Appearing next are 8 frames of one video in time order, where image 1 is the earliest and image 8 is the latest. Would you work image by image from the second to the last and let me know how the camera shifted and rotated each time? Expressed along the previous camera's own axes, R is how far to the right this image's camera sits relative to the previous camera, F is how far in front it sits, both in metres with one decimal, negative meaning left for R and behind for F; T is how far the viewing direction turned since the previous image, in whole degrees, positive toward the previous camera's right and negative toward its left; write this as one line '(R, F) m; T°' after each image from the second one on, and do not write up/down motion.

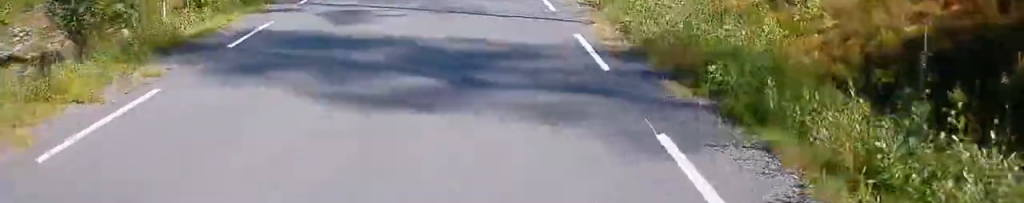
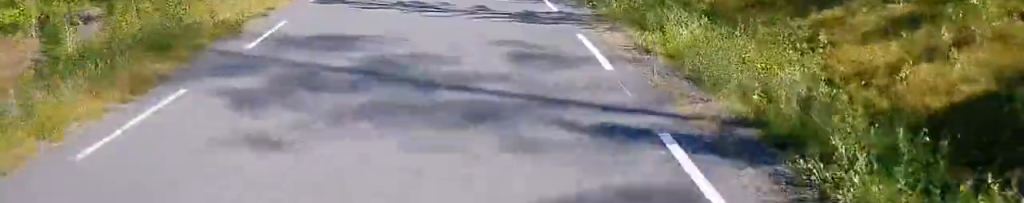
(0.0, +17.2) m; 0°
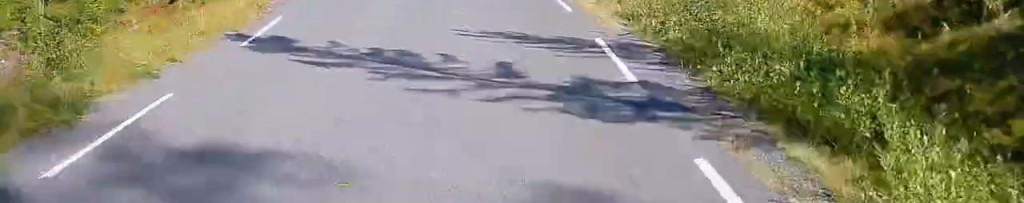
(0.0, +6.7) m; 0°
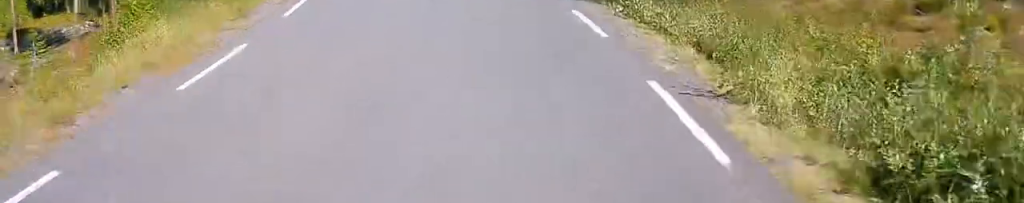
(0.0, +8.7) m; 0°
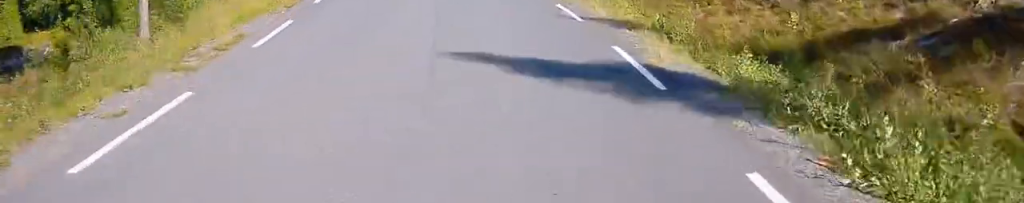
(0.0, +8.8) m; 0°
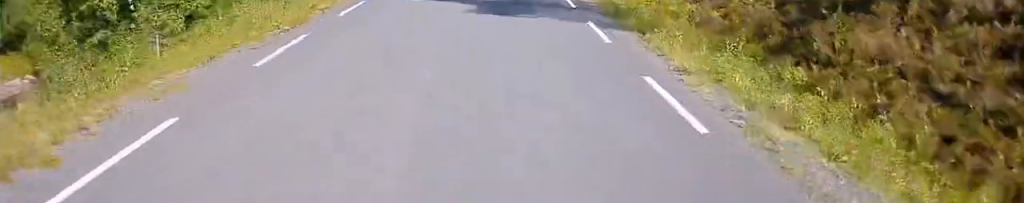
(0.0, +12.7) m; 0°
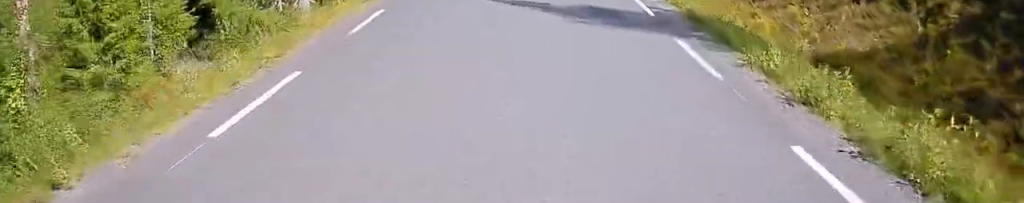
(-1.1, +32.7) m; -7°
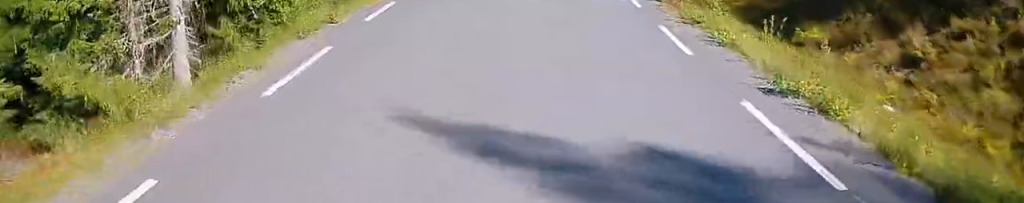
(-0.5, +10.0) m; -3°
